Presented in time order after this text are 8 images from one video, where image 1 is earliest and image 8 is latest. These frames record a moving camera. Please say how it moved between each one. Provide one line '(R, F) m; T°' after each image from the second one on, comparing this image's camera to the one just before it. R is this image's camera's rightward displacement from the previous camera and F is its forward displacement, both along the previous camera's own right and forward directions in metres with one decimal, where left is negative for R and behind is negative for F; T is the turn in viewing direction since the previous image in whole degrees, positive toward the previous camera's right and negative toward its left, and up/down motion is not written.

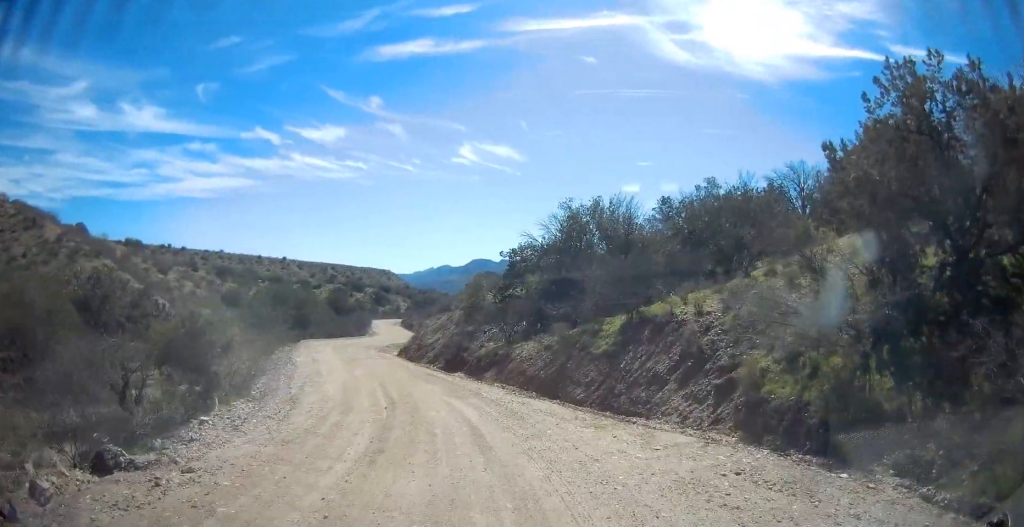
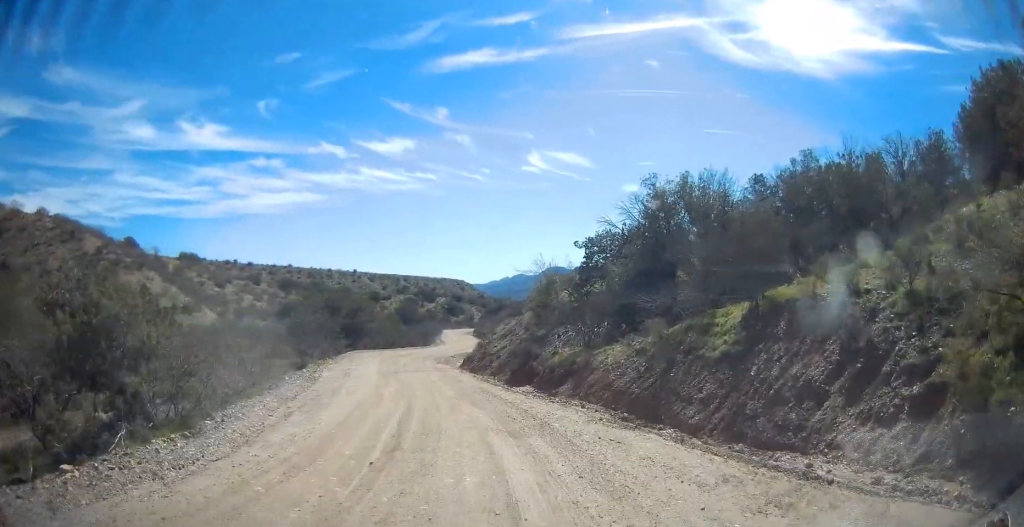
(-0.5, +5.5) m; -10°
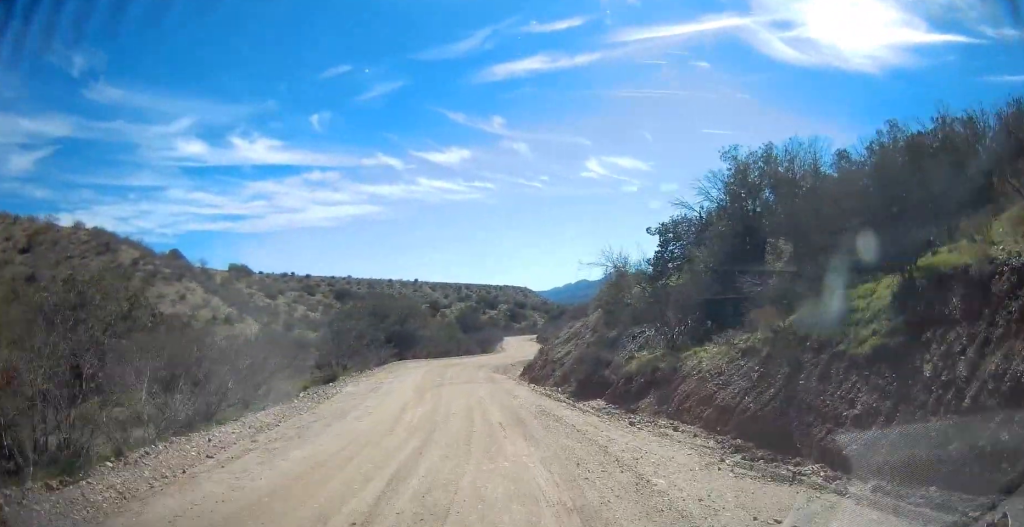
(-0.4, +4.4) m; -5°
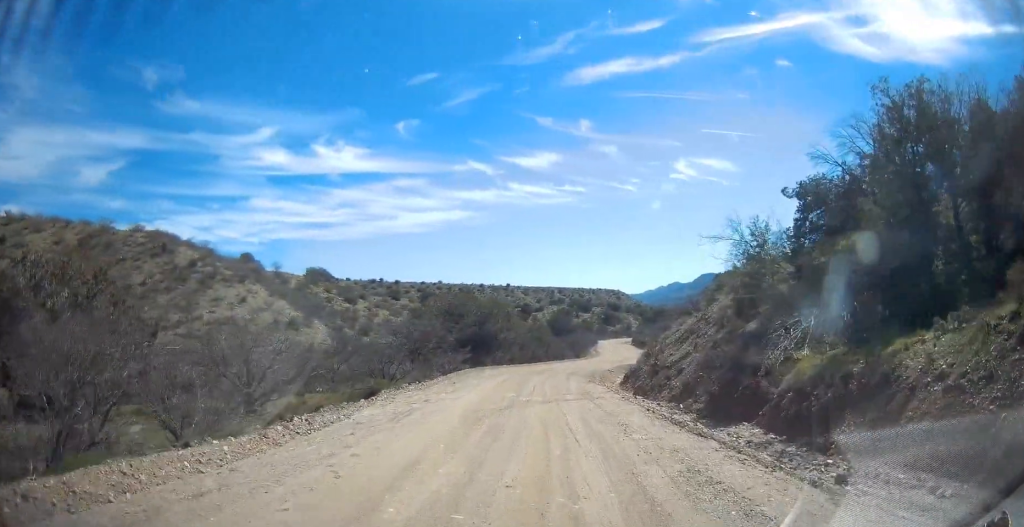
(-0.3, +6.9) m; -6°
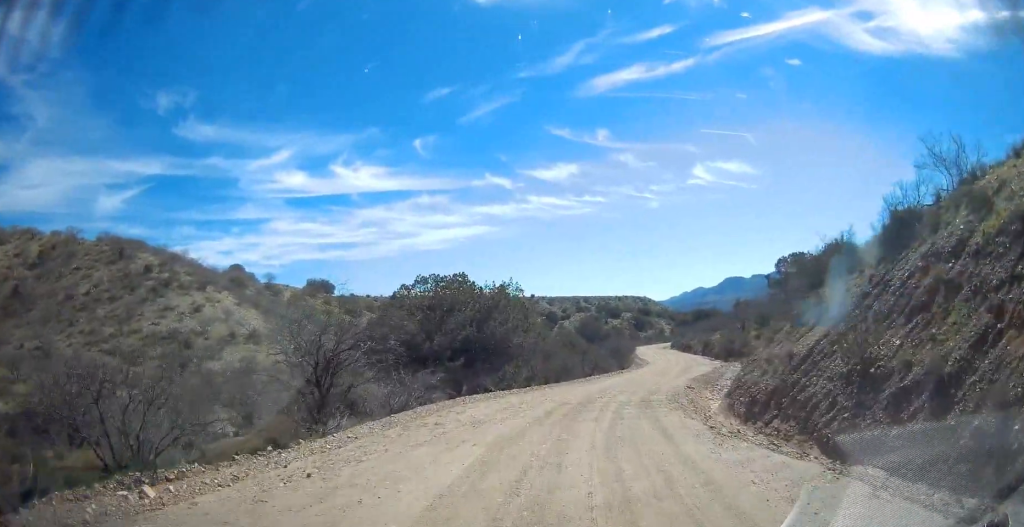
(-1.7, +16.0) m; -7°
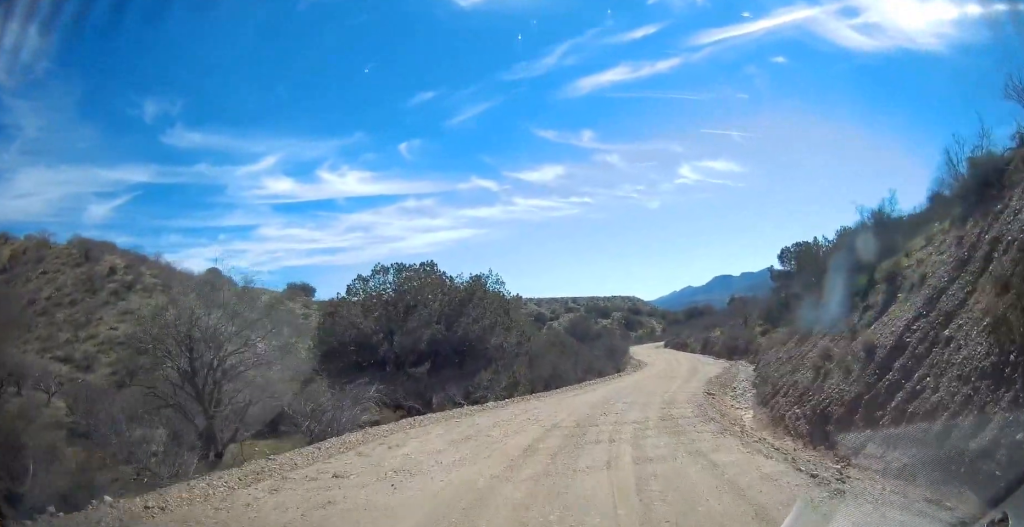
(0.0, +5.2) m; +1°
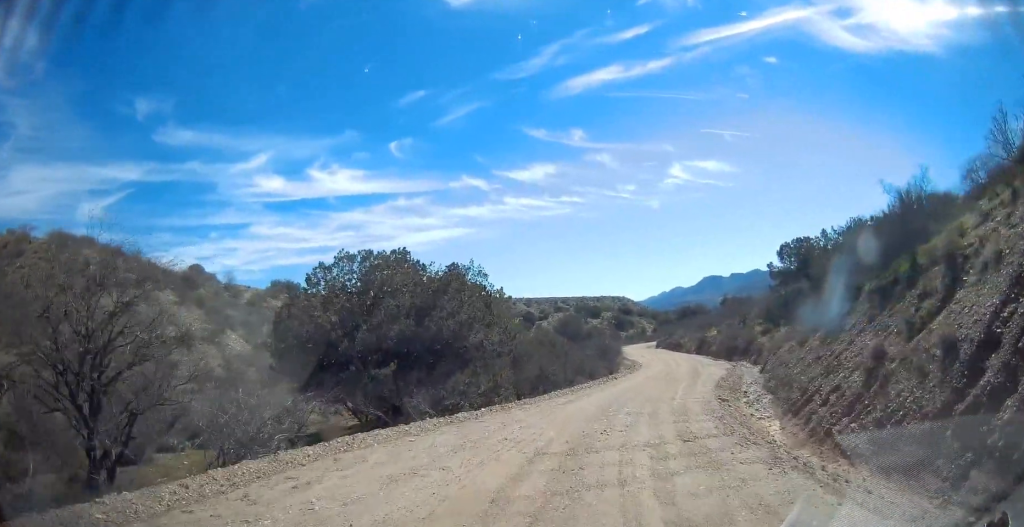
(0.0, +3.3) m; 0°
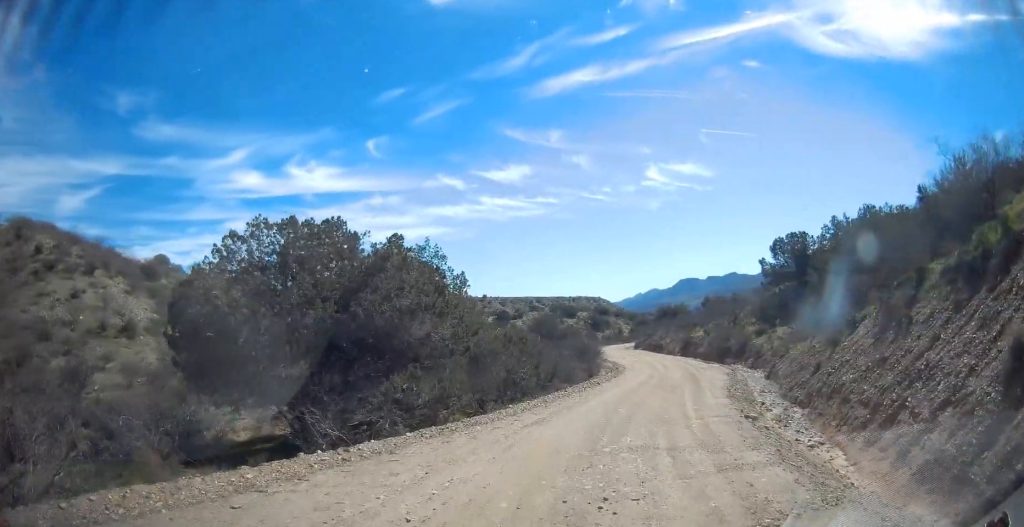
(0.0, +5.1) m; +3°
